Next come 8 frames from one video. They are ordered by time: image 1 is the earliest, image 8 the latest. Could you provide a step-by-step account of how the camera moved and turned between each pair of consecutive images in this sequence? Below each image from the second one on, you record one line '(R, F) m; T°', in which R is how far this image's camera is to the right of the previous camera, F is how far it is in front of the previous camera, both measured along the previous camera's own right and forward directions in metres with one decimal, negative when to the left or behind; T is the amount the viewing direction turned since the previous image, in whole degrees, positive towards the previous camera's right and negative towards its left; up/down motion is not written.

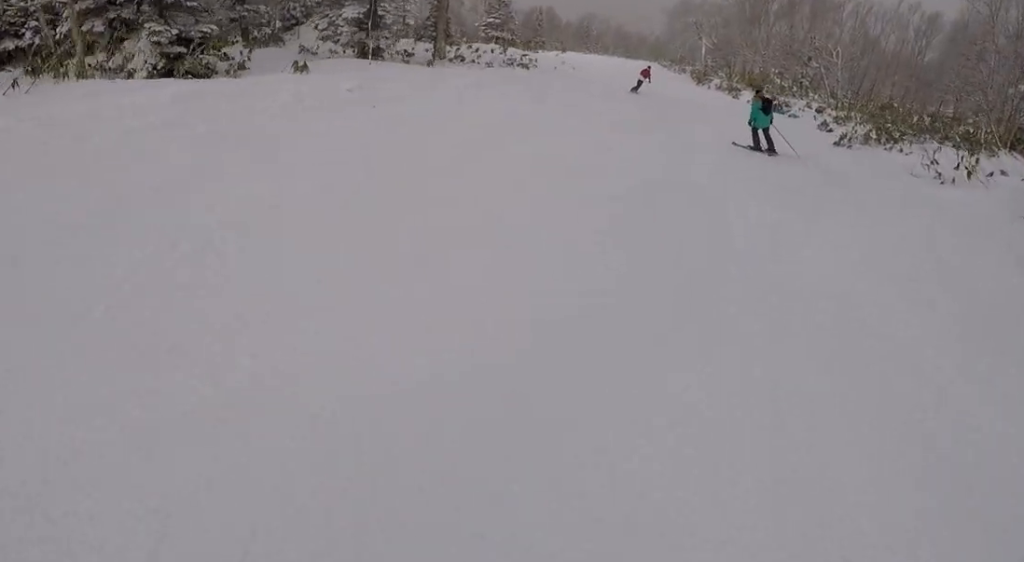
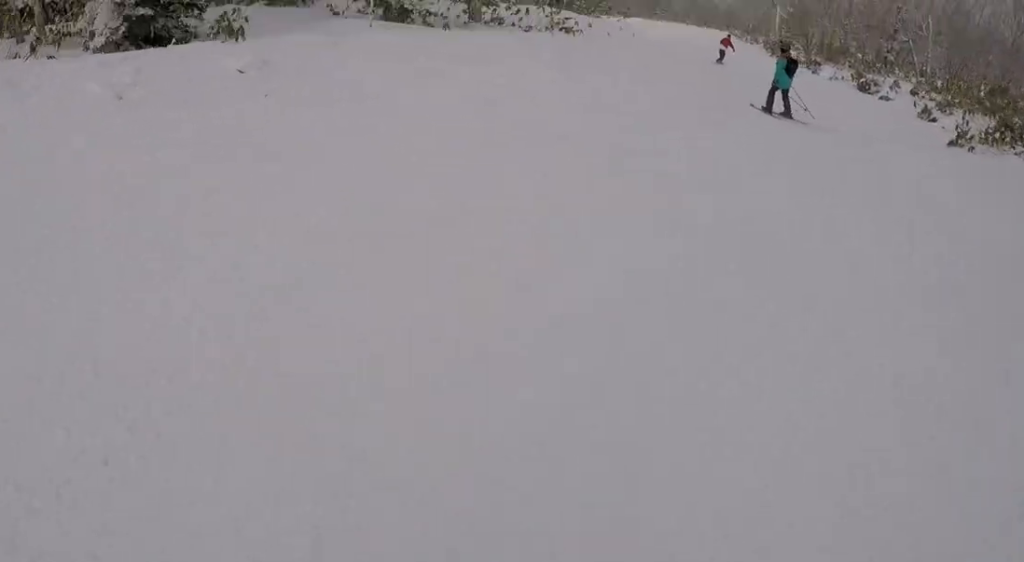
(-0.4, +4.2) m; -3°
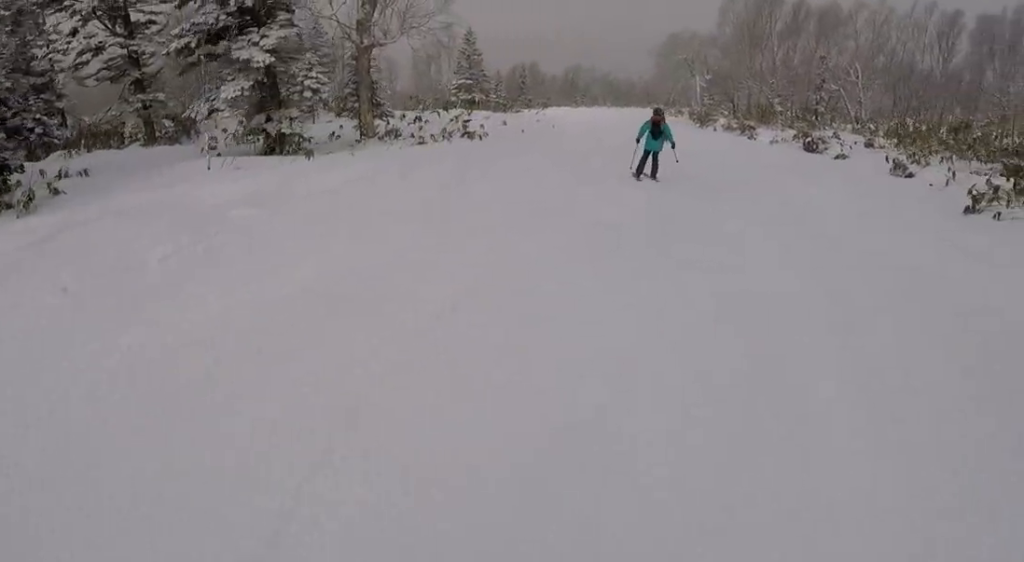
(+0.2, +4.5) m; 0°
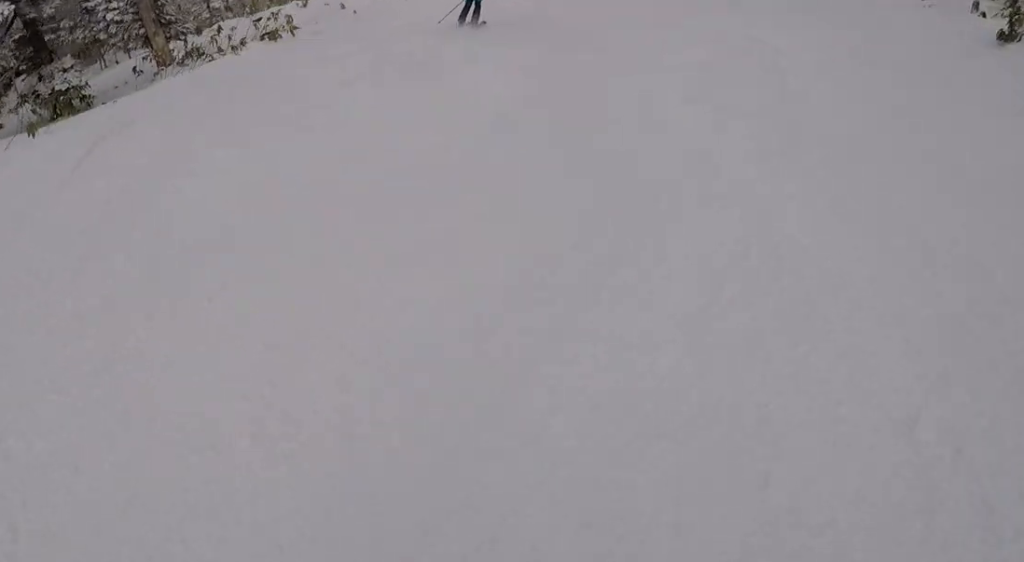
(+0.1, +4.4) m; -2°
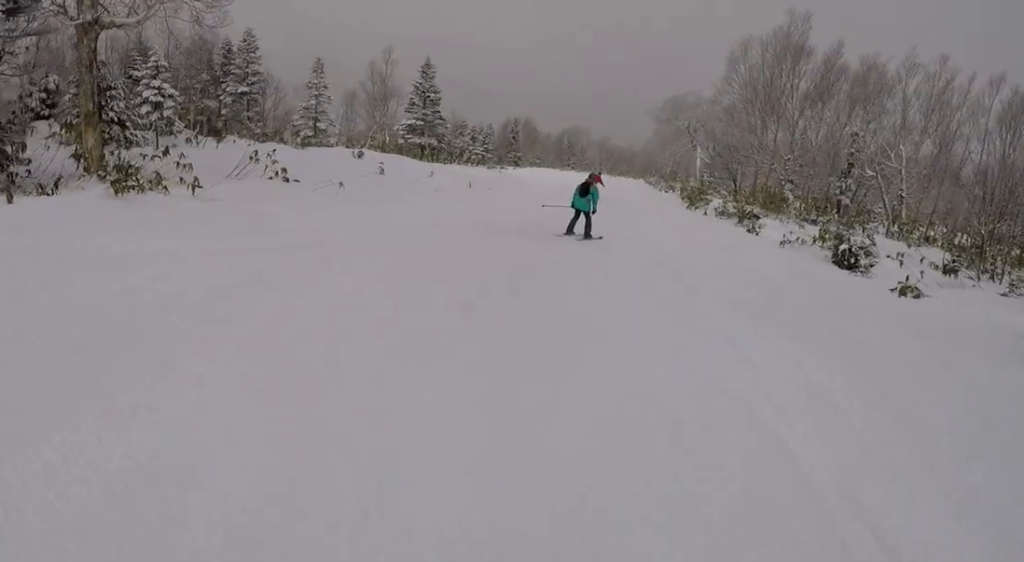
(-0.3, +7.6) m; -7°
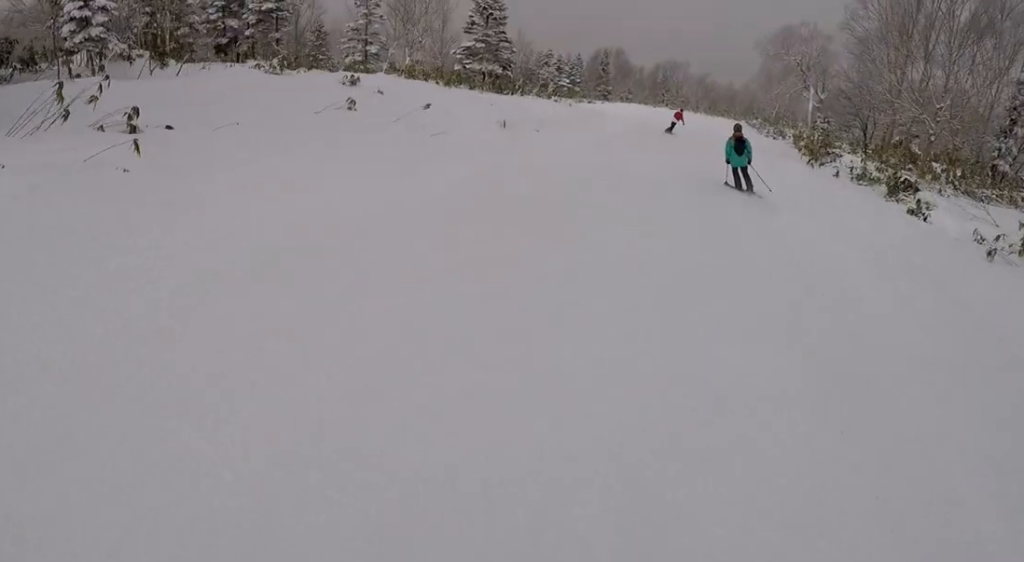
(-0.6, +7.9) m; 0°
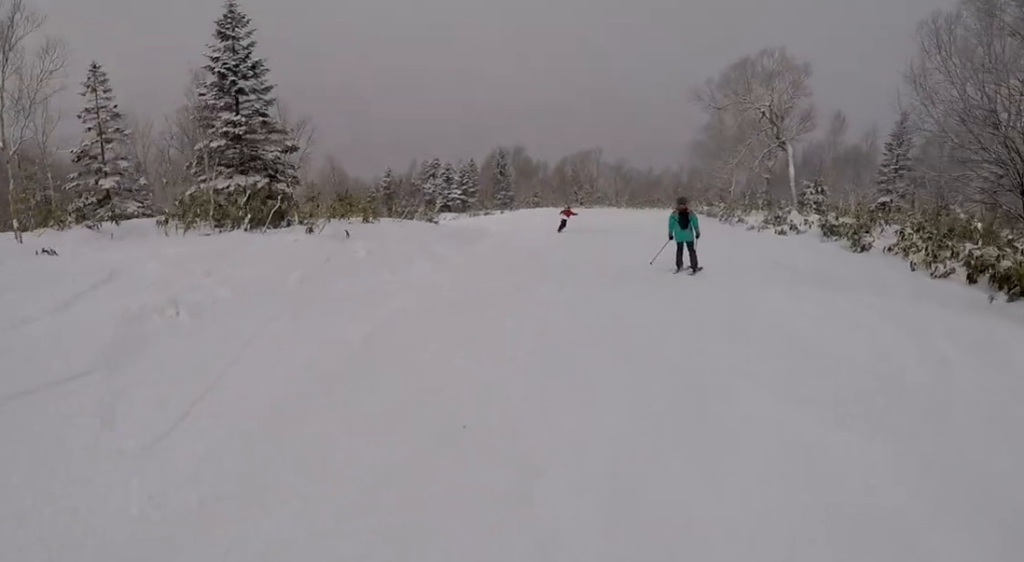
(-1.2, +20.2) m; -2°
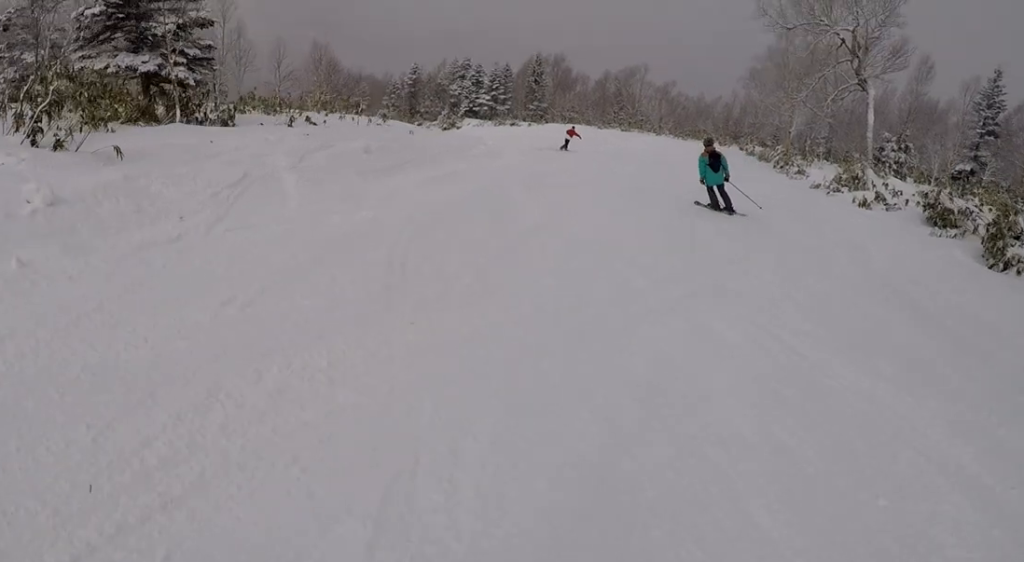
(+0.7, +6.7) m; +3°
